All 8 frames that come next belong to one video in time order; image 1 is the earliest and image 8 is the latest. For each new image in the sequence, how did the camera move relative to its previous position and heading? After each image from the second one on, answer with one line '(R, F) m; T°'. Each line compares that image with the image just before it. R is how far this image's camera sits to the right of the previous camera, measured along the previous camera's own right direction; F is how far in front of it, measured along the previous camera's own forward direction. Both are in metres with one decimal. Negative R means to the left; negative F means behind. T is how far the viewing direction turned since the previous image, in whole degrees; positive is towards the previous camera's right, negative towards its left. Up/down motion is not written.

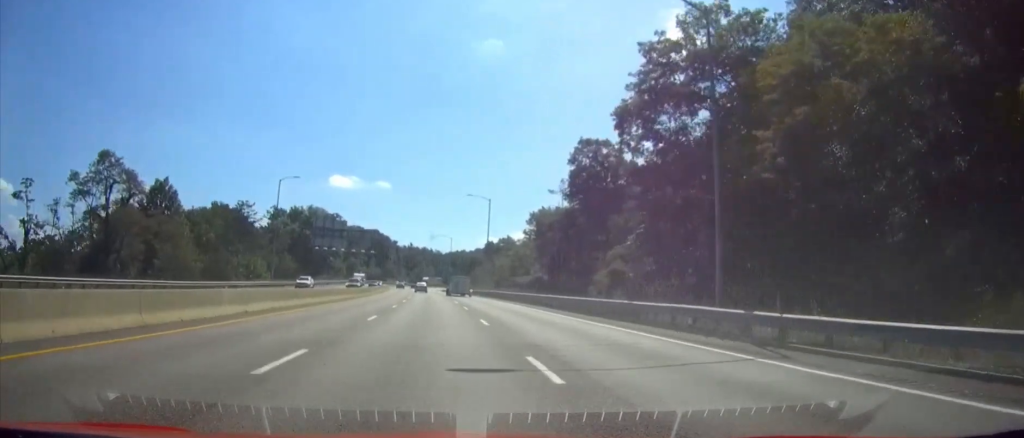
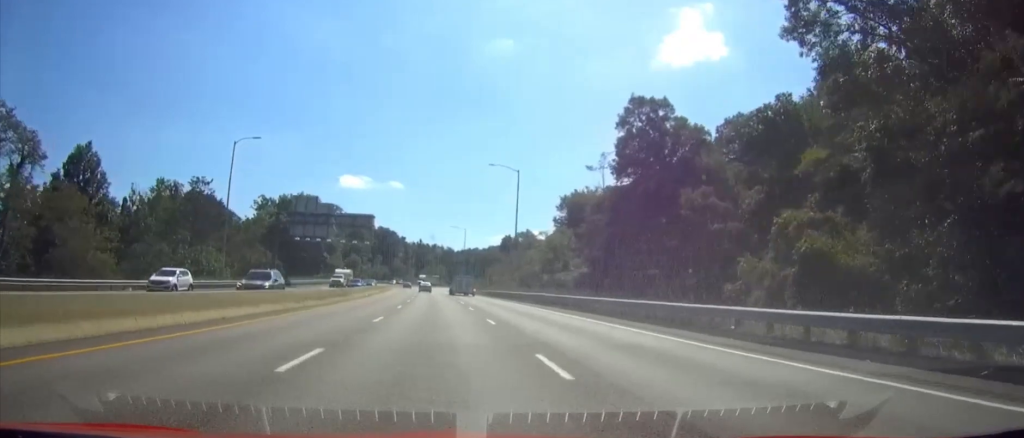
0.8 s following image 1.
(-0.2, +25.3) m; -1°
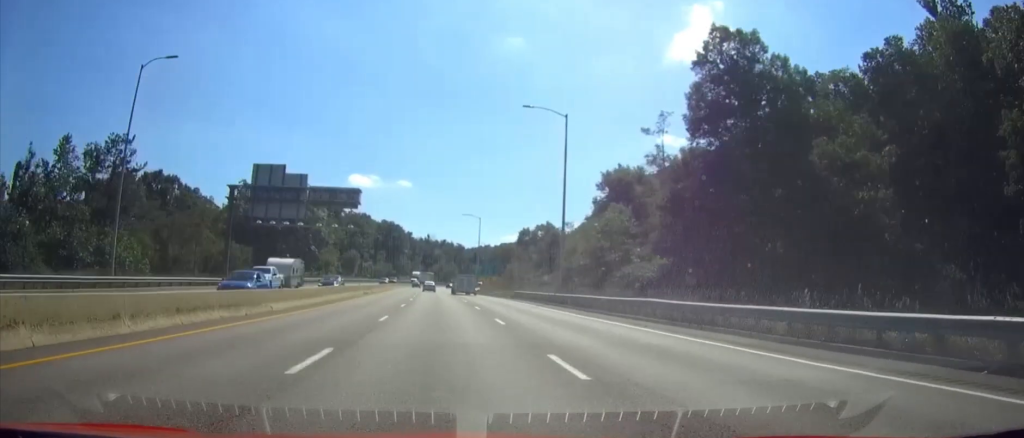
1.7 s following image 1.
(-0.2, +25.4) m; -1°
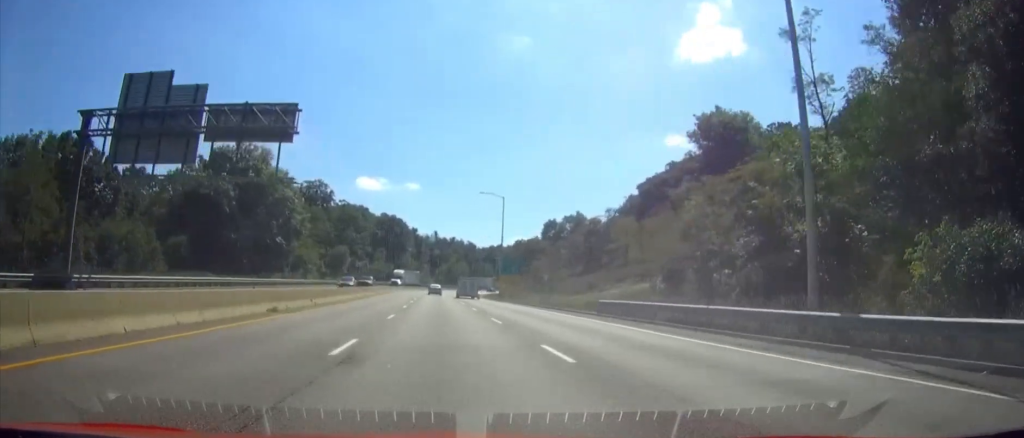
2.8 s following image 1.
(-0.2, +34.4) m; -1°
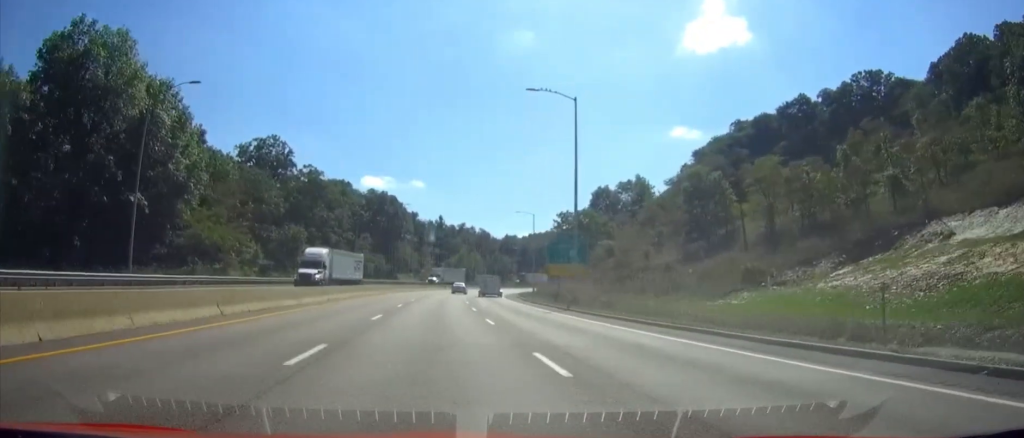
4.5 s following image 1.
(-0.3, +50.3) m; 0°
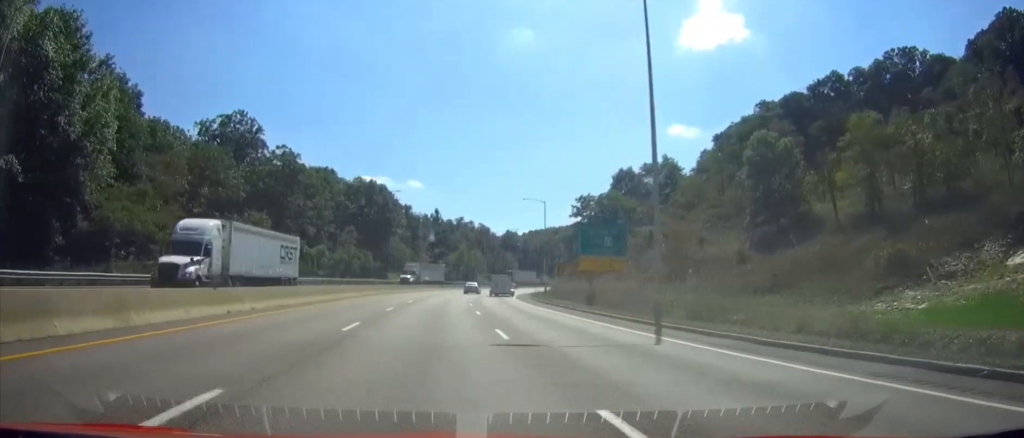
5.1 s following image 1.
(+0.1, +18.0) m; 0°
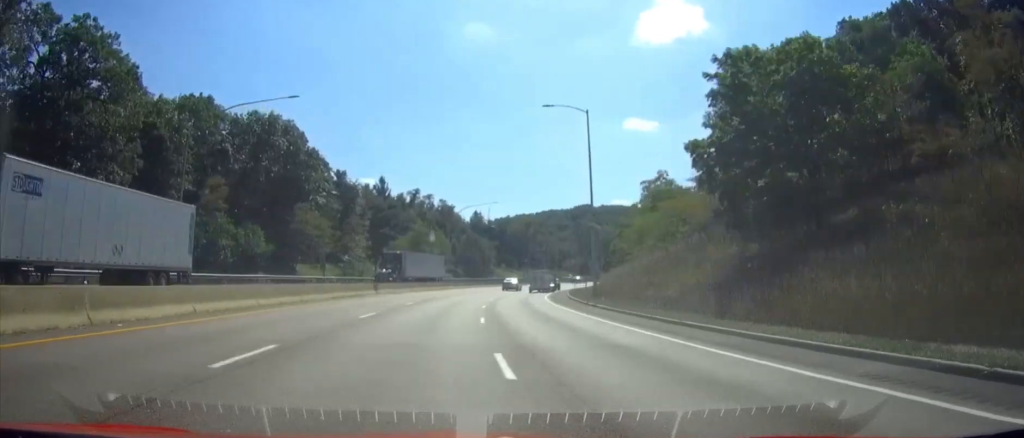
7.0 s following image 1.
(+1.4, +55.8) m; +4°
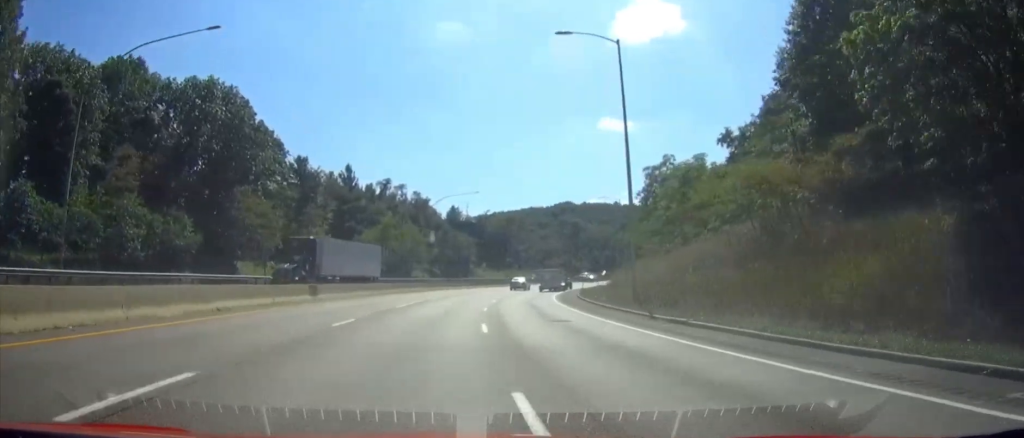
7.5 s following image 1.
(+0.2, +16.3) m; +2°
